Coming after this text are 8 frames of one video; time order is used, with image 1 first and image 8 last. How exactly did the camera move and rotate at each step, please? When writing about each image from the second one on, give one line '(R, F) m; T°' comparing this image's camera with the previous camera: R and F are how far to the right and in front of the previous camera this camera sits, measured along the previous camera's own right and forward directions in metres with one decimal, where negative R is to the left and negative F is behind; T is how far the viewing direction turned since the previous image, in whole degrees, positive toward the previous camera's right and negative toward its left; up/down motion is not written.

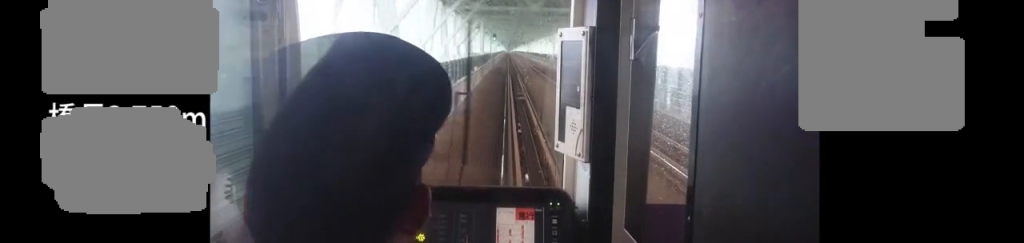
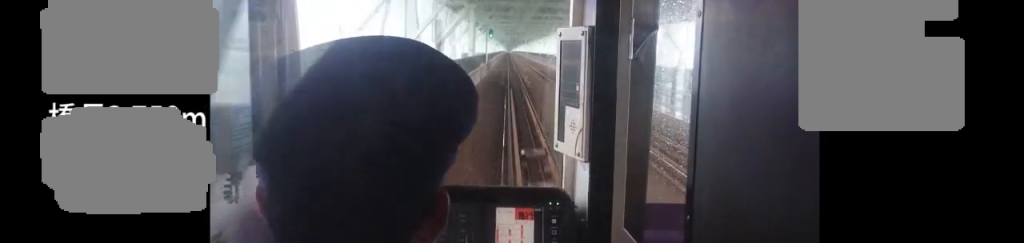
(0.0, +16.8) m; 0°
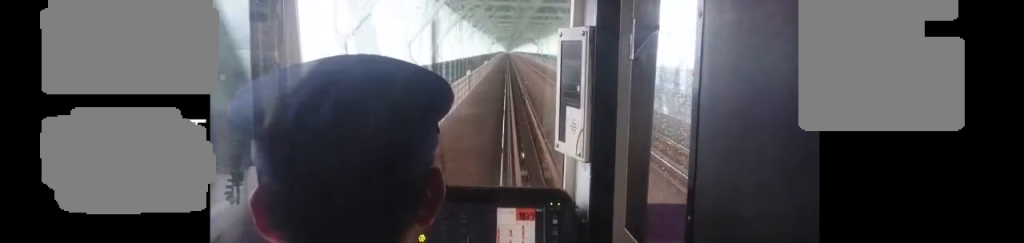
(+0.7, +57.4) m; 0°
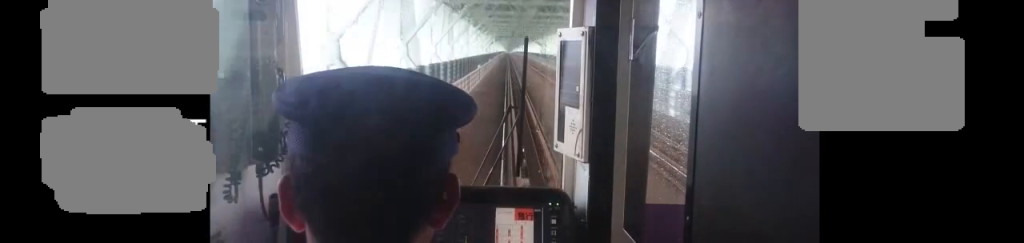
(-0.2, +12.5) m; -1°
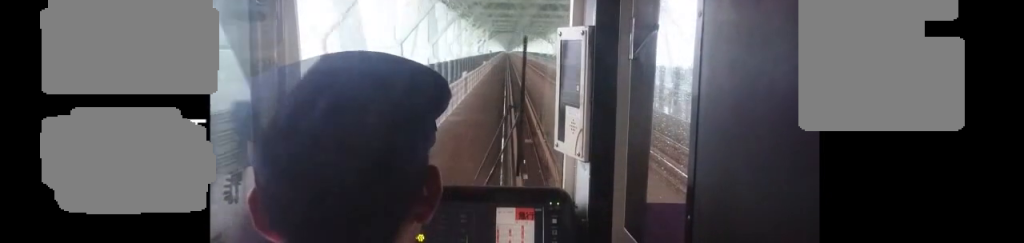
(-0.4, +33.5) m; -1°
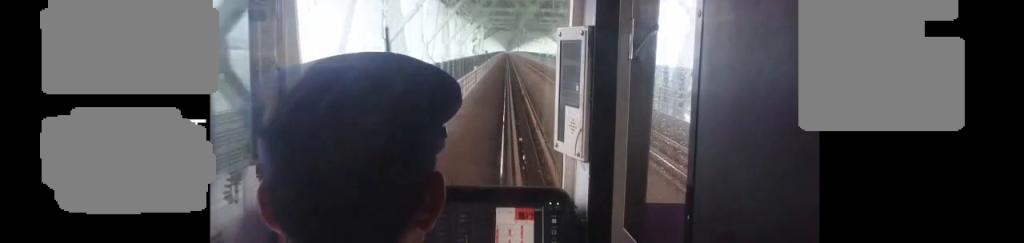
(-0.1, +14.3) m; 0°
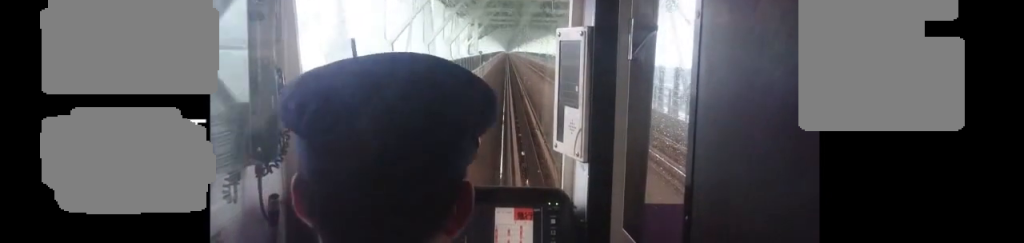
(0.0, +9.6) m; 0°
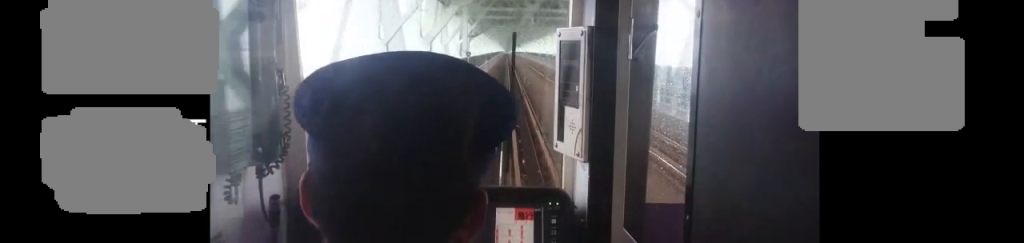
(+0.1, +12.6) m; +1°
